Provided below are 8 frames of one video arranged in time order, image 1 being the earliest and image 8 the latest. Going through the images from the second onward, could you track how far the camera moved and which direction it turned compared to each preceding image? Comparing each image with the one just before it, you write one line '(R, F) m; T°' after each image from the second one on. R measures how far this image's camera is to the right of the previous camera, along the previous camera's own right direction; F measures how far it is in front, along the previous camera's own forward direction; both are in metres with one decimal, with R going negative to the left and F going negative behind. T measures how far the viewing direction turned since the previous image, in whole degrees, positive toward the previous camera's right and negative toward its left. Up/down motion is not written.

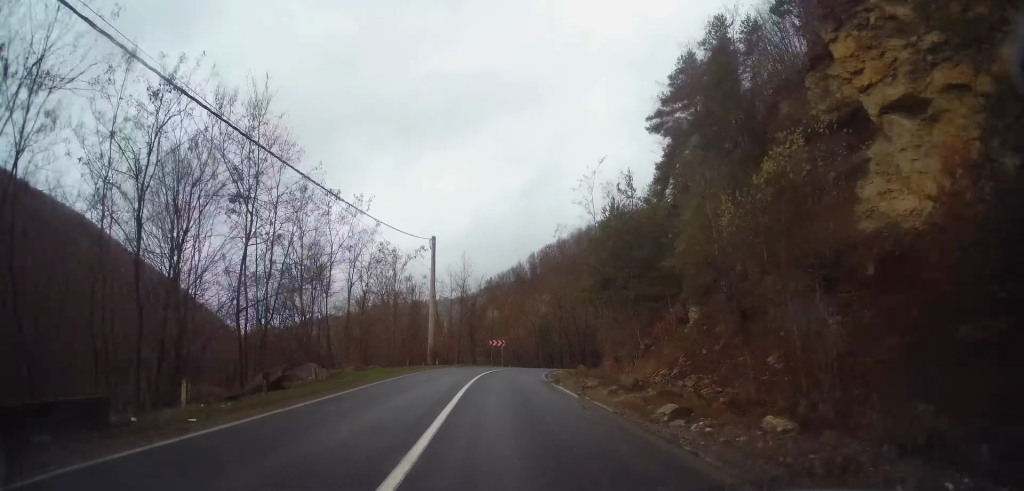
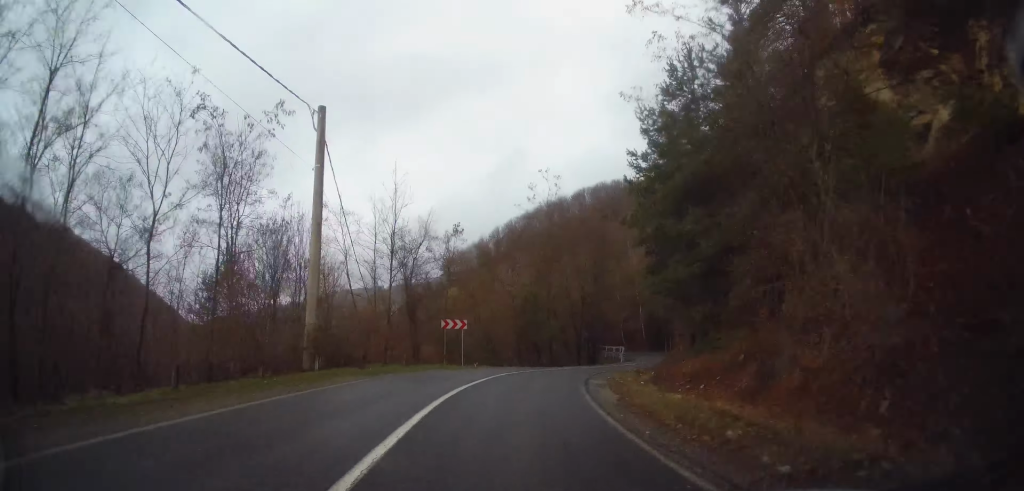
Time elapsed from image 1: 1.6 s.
(+0.3, +21.5) m; +7°
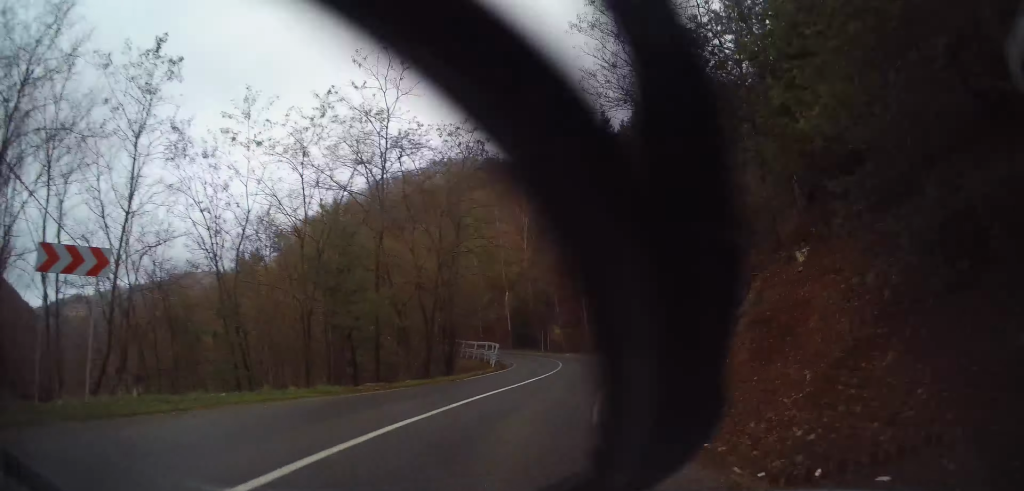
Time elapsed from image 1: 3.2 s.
(+3.6, +20.6) m; +17°
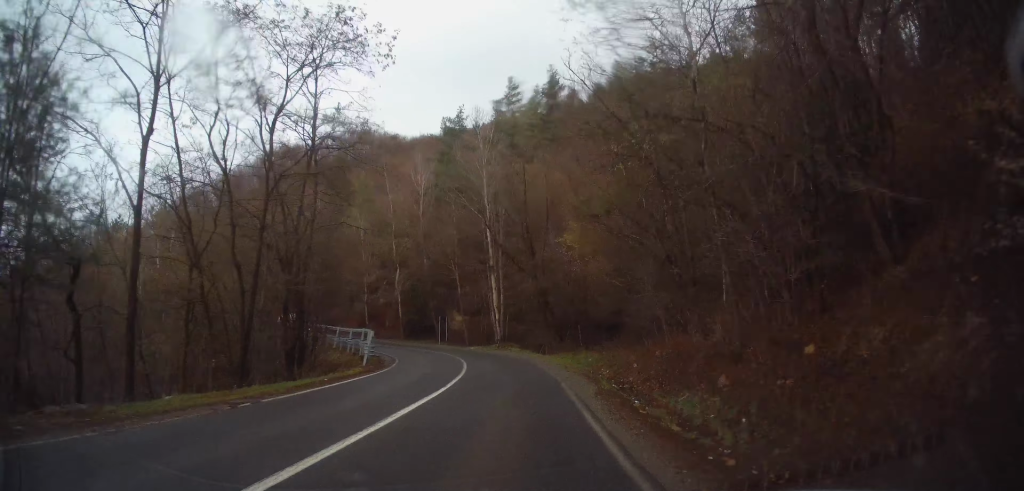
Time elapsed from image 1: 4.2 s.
(+0.9, +12.0) m; +6°
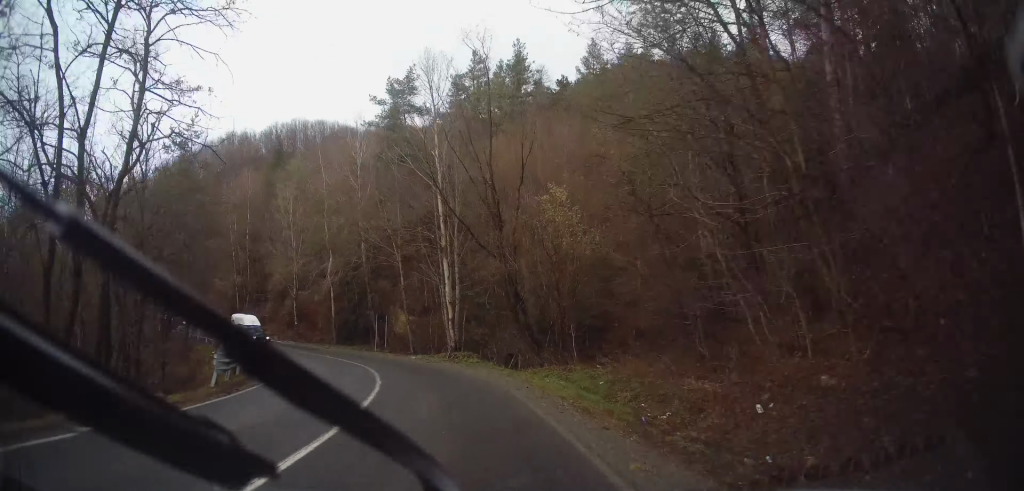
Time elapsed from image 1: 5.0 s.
(+0.3, +10.9) m; -1°
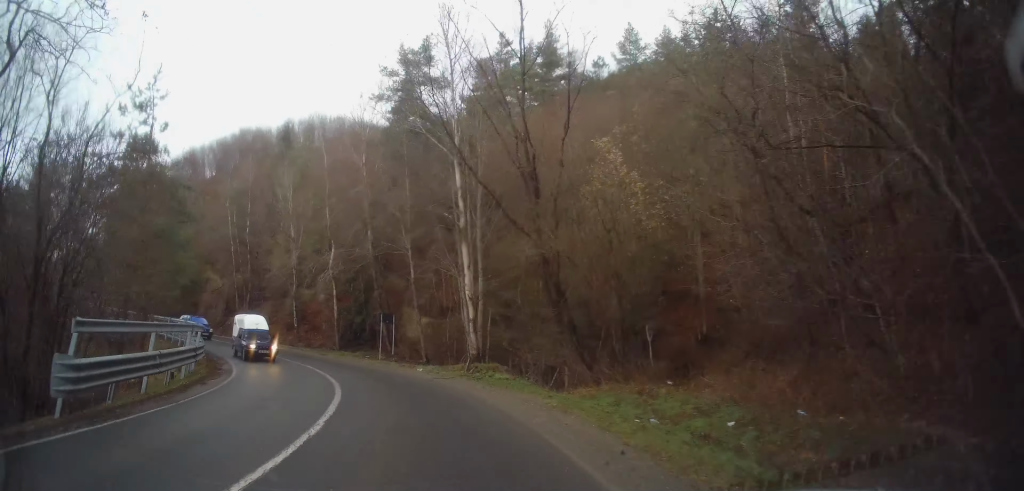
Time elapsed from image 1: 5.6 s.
(+0.3, +7.0) m; -3°
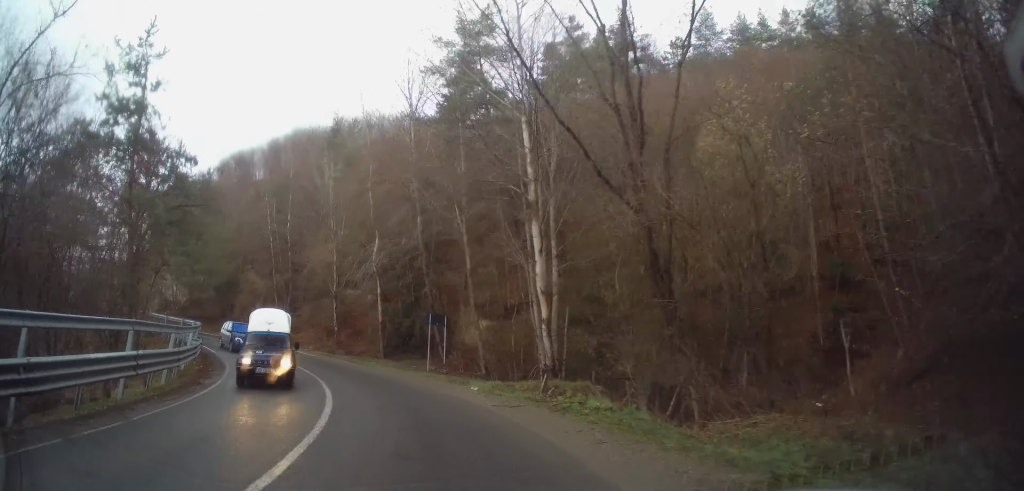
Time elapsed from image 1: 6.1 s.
(-0.5, +6.1) m; -6°
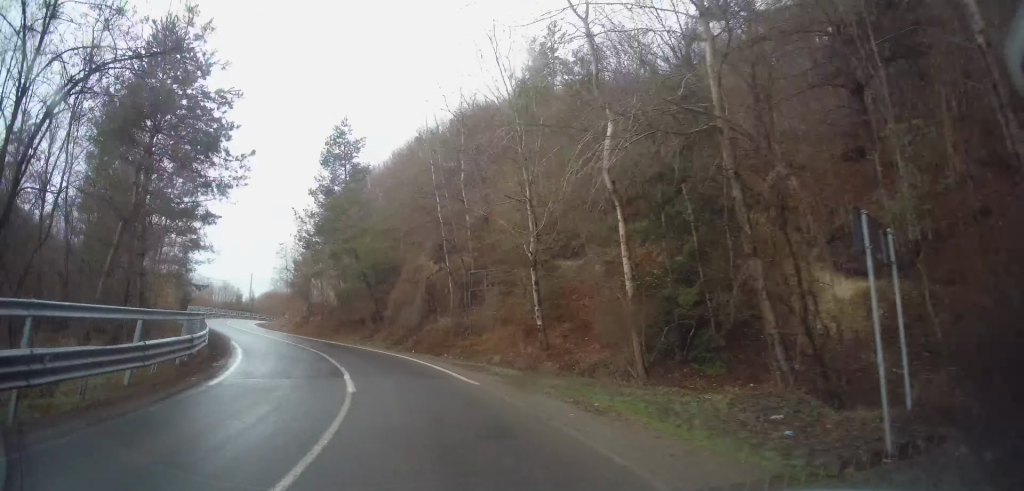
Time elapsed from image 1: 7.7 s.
(-3.2, +18.5) m; -22°
